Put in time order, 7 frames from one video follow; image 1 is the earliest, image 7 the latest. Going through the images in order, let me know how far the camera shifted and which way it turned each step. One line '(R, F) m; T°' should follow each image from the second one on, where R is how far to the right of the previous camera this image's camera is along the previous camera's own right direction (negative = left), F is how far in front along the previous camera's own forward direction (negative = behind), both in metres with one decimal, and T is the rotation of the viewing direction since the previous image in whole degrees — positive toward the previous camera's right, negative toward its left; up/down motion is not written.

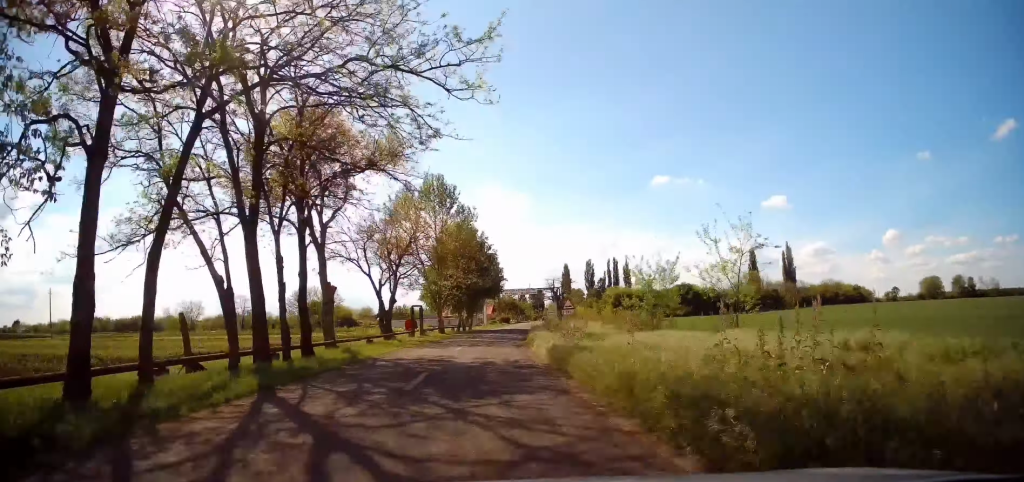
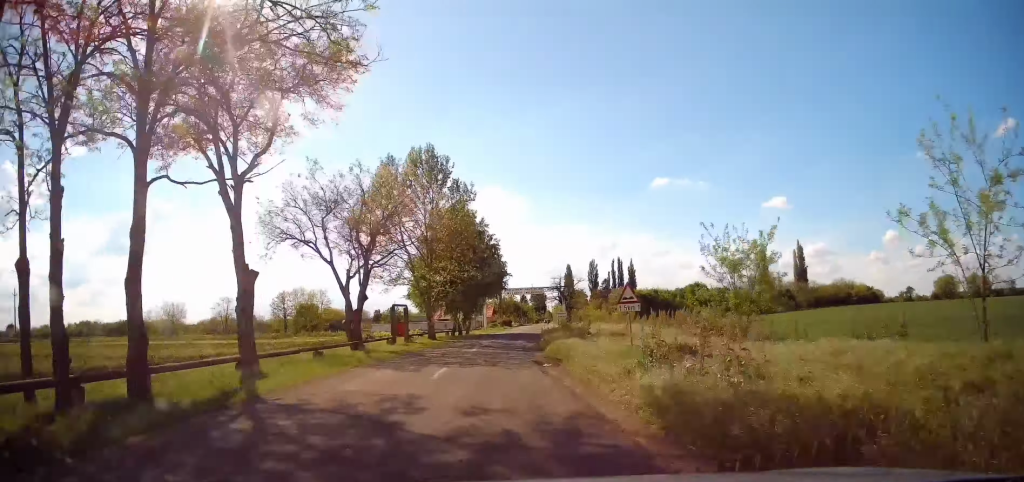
(+0.1, +10.6) m; 0°
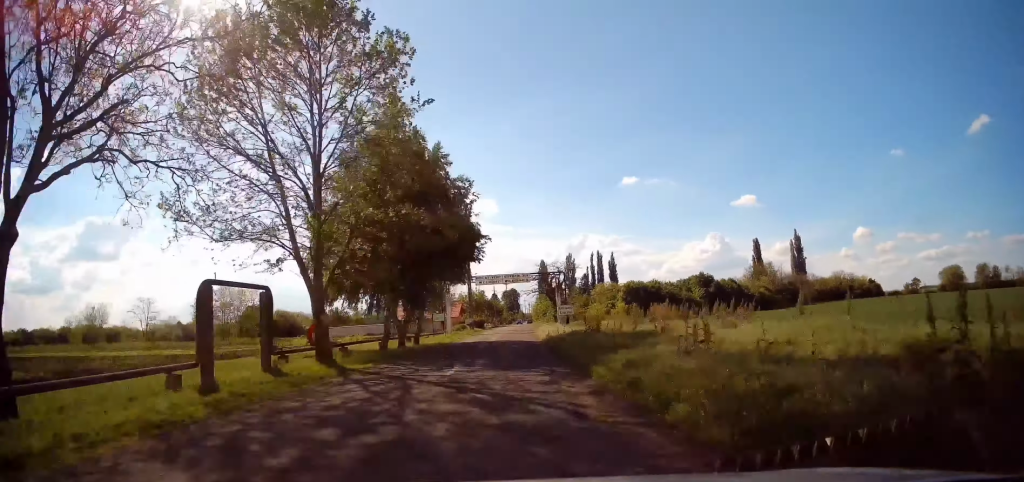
(0.0, +24.4) m; +3°
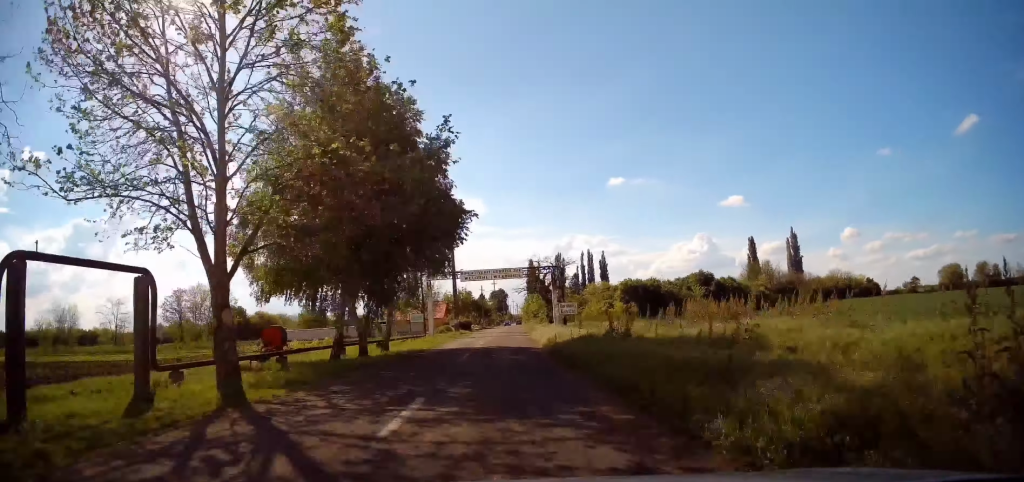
(+0.2, +7.1) m; +2°
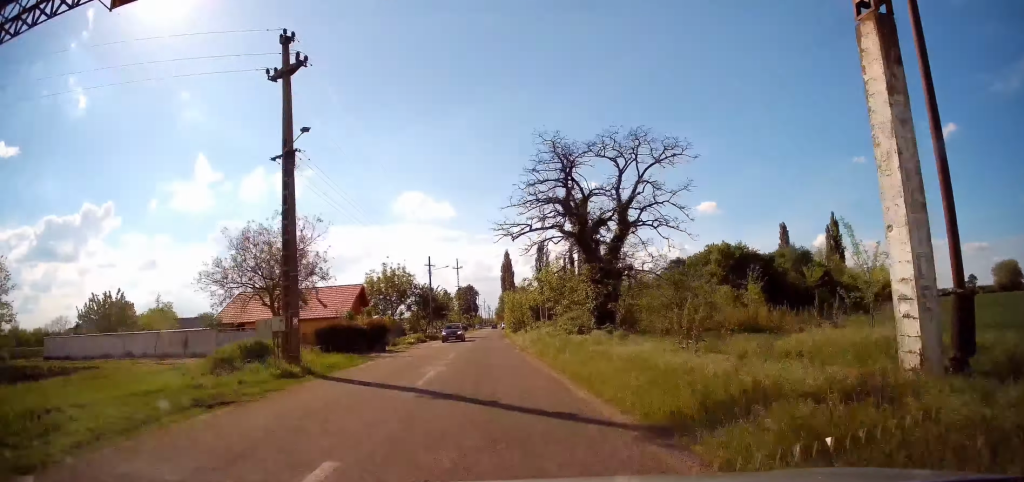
(+1.9, +48.0) m; +4°
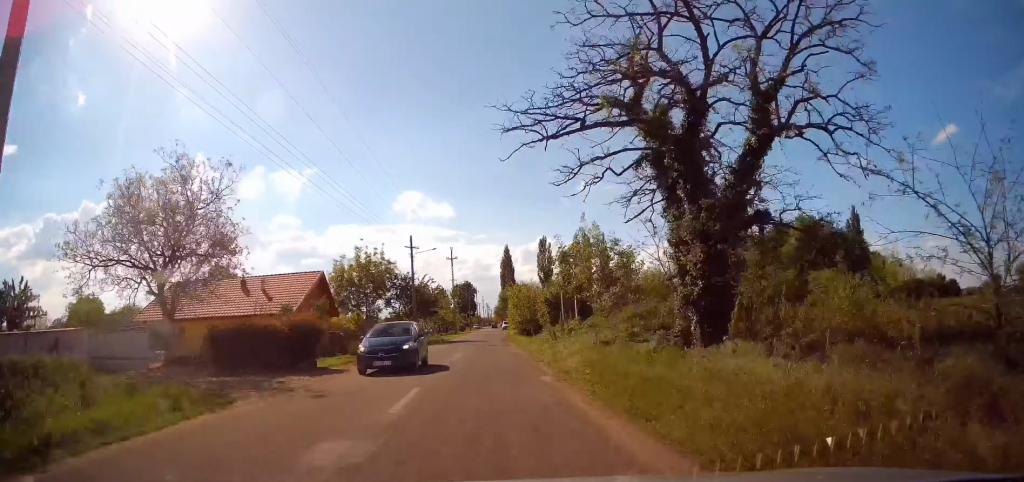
(0.0, +12.3) m; -1°
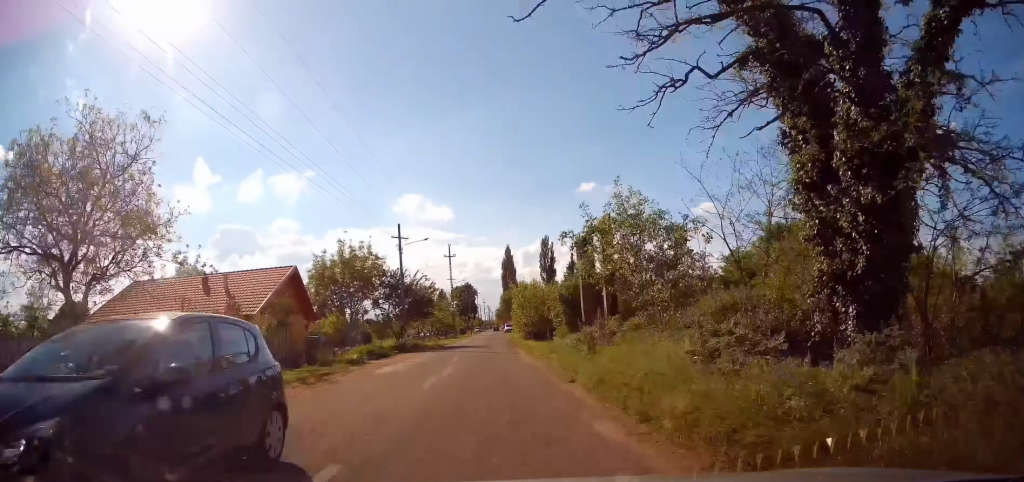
(-0.1, +5.9) m; 0°
